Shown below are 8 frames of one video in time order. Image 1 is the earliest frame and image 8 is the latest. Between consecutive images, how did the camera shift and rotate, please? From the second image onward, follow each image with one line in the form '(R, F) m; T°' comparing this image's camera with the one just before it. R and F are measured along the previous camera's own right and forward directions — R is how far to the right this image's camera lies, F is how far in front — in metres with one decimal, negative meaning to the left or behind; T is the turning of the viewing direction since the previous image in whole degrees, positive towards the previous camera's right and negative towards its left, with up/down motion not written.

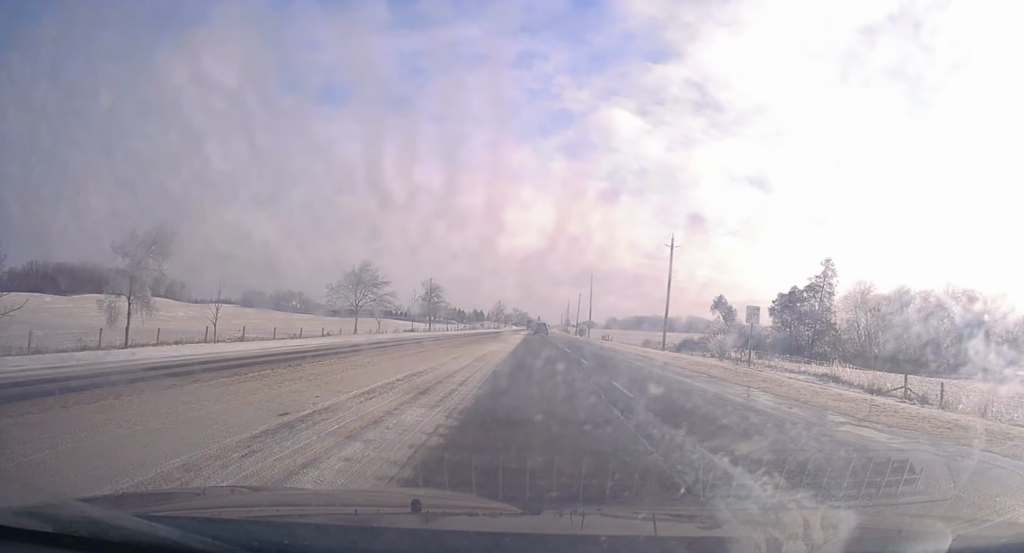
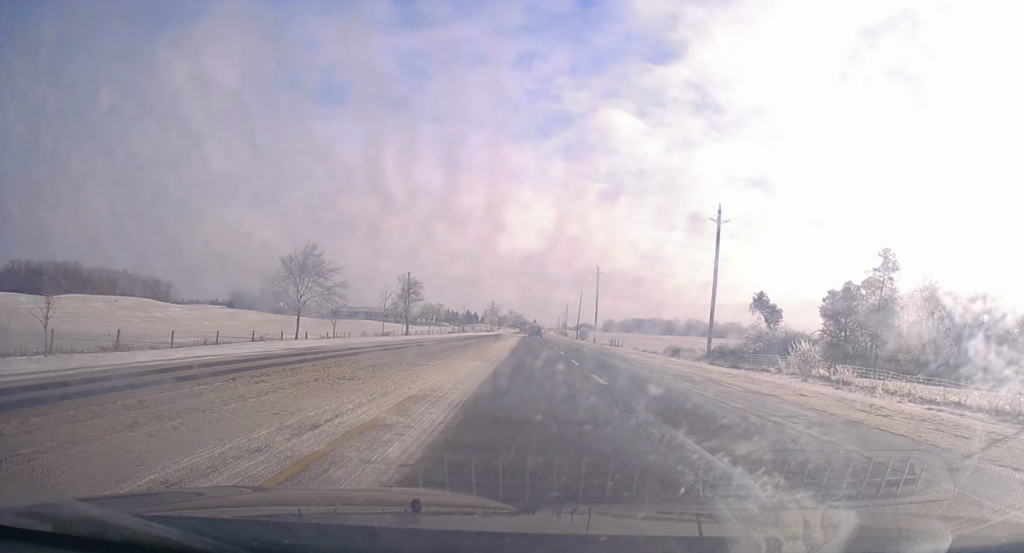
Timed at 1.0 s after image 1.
(0.0, +17.3) m; -1°
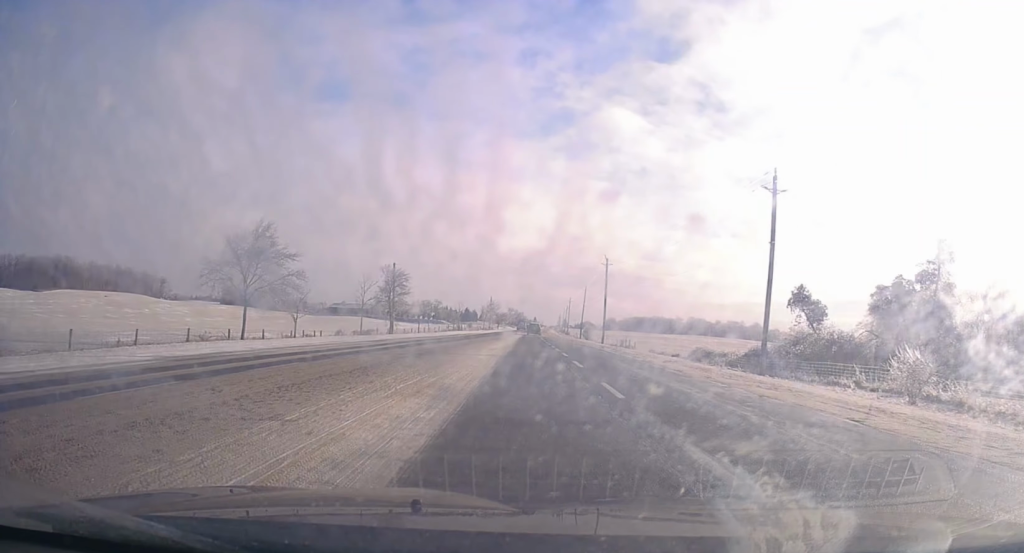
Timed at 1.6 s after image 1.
(-0.3, +11.0) m; -1°
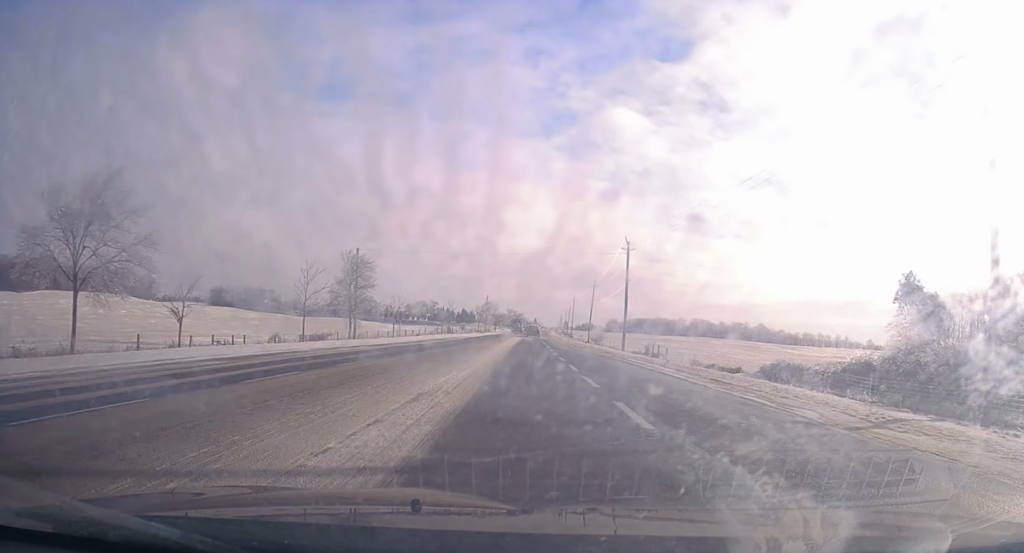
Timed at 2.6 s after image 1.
(+0.1, +19.3) m; +2°
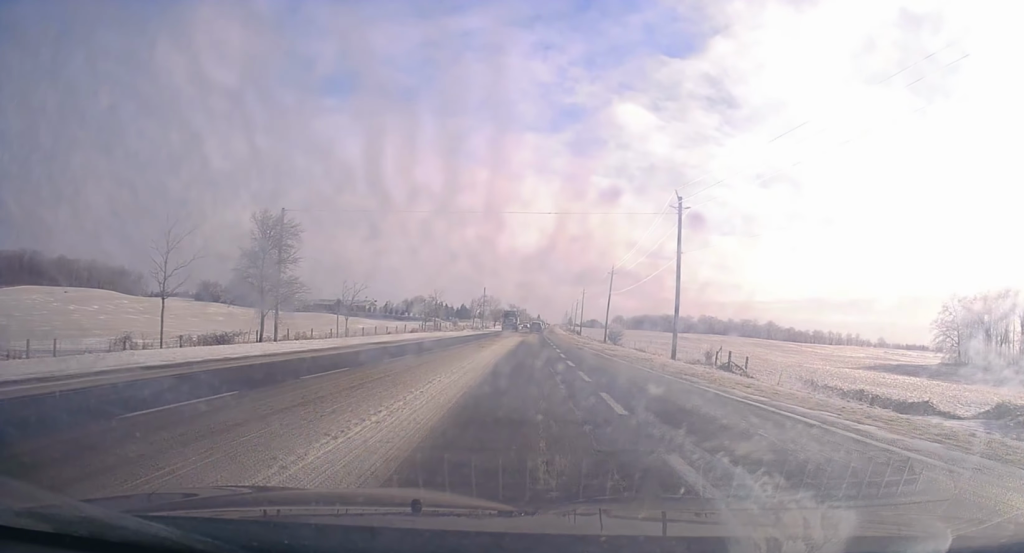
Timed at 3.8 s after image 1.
(+0.5, +23.1) m; +1°
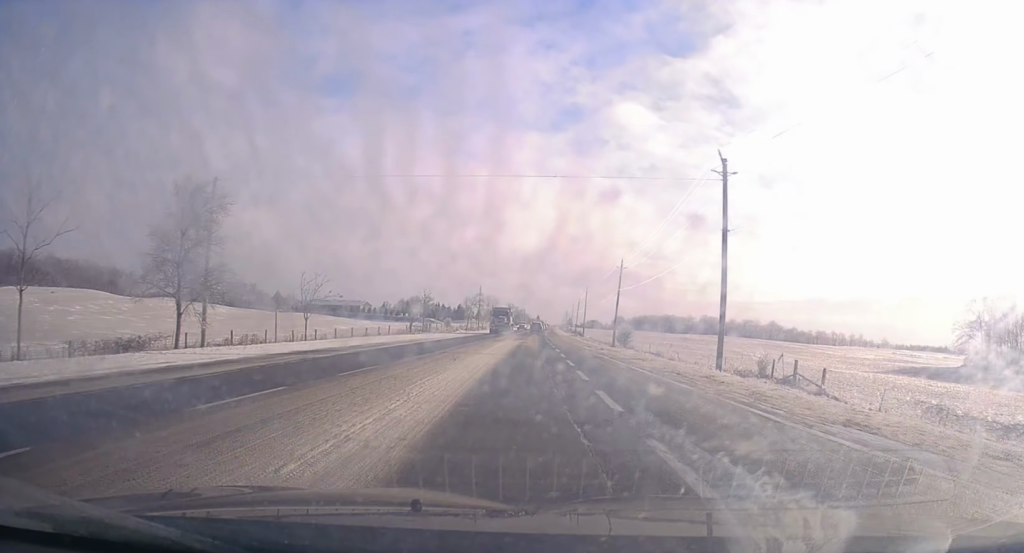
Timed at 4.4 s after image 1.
(-0.2, +11.1) m; 0°
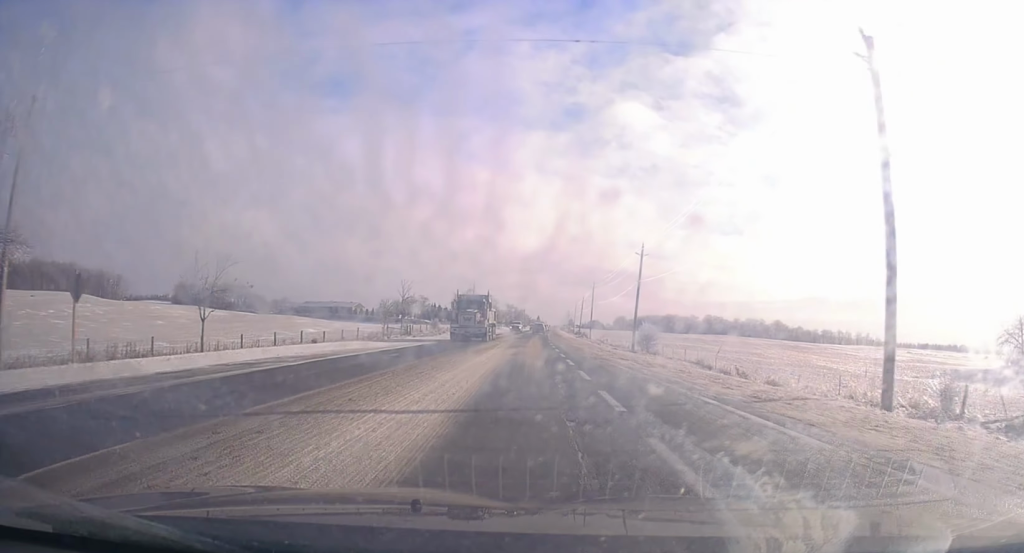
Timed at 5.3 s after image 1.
(+0.2, +17.1) m; 0°
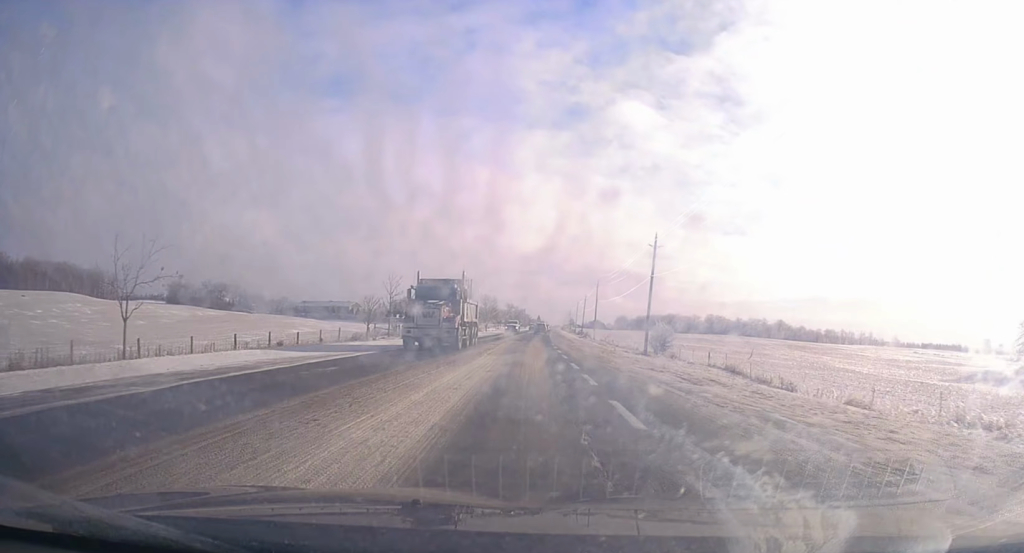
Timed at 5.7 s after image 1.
(+0.1, +7.8) m; 0°
